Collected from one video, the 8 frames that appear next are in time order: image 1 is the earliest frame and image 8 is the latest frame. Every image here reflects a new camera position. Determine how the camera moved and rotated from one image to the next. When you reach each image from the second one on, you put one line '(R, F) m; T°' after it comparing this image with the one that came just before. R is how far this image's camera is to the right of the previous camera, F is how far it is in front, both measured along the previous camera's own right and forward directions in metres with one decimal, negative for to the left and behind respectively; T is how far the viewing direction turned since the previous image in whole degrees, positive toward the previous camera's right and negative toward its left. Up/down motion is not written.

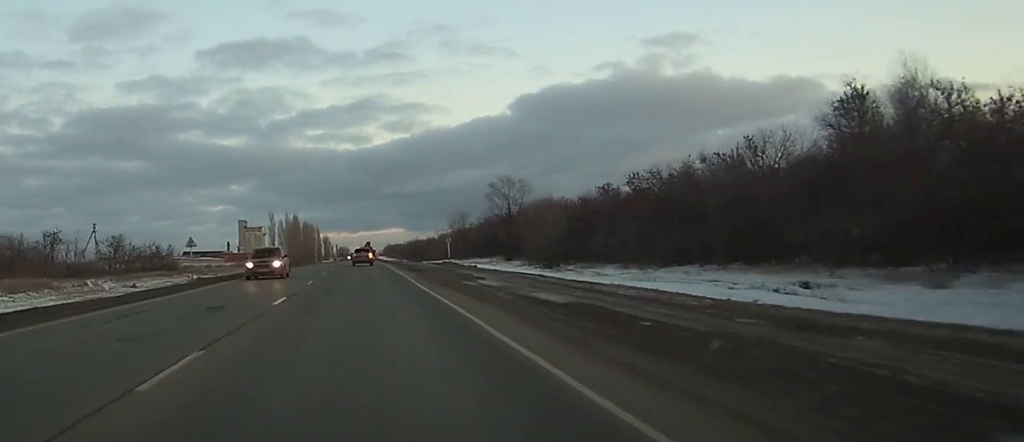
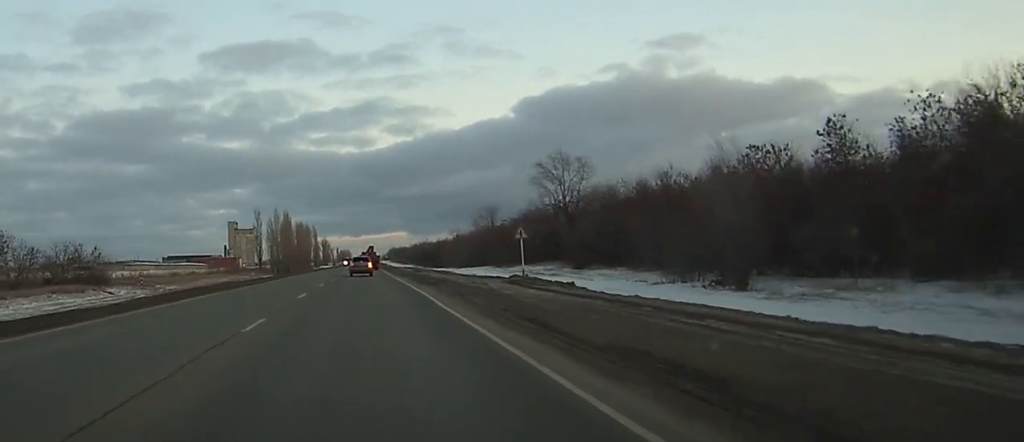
(-0.1, +41.2) m; 0°
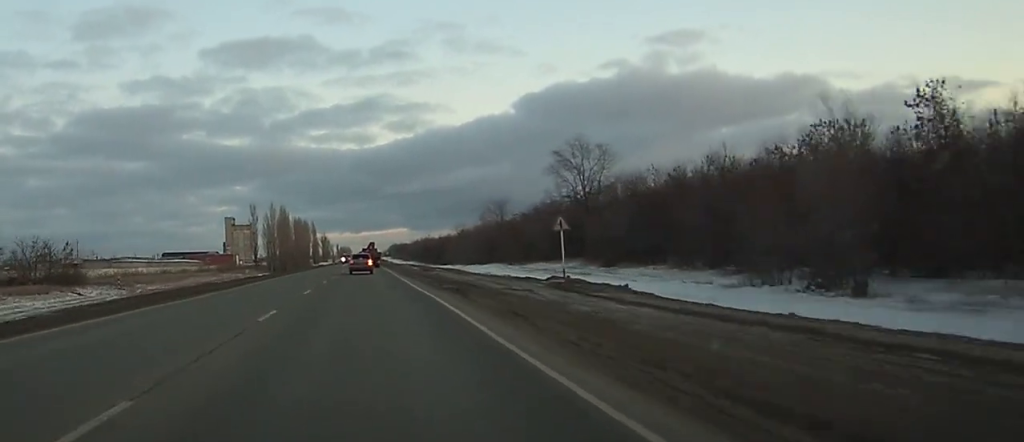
(0.0, +10.0) m; 0°
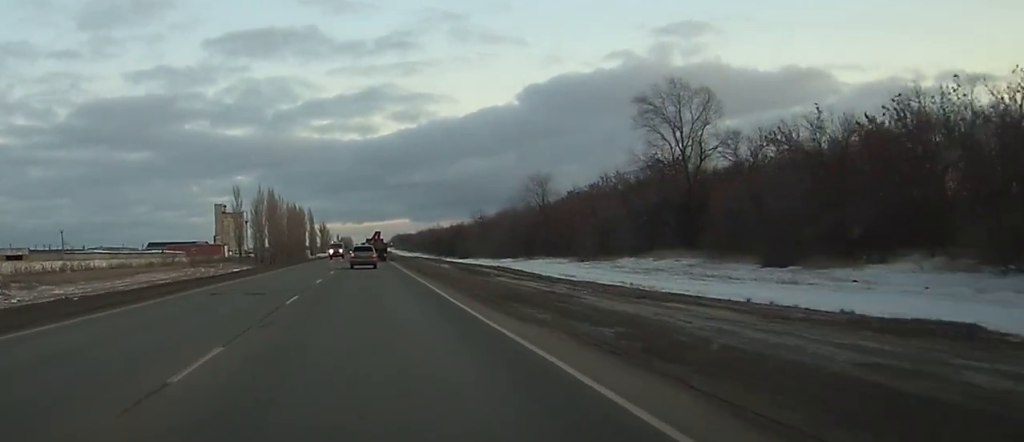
(+0.1, +32.4) m; 0°
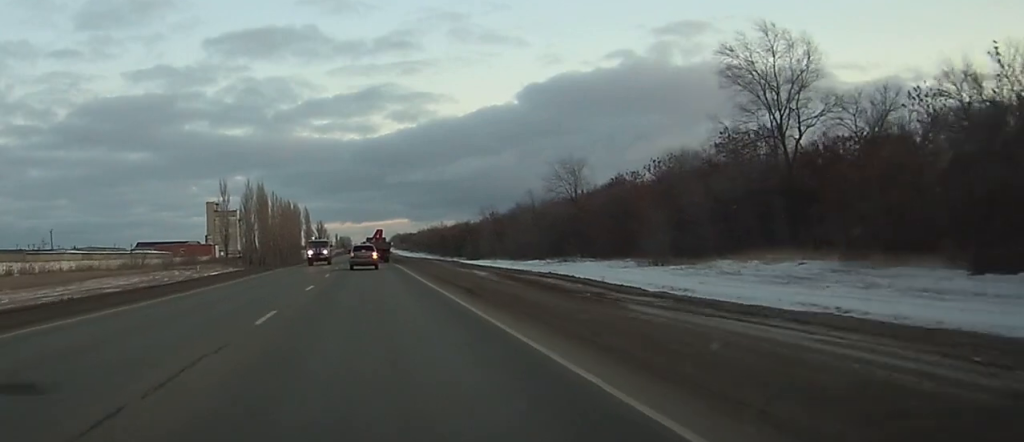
(-0.1, +18.3) m; 0°
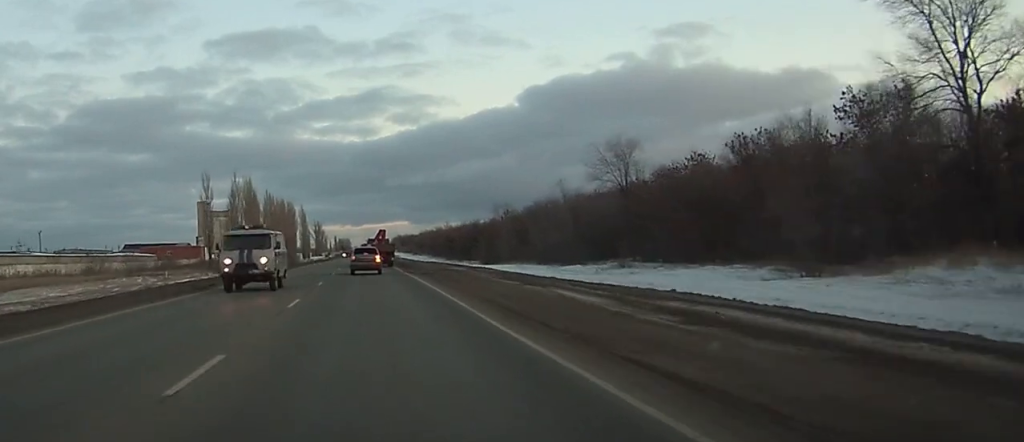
(+0.1, +19.1) m; 0°
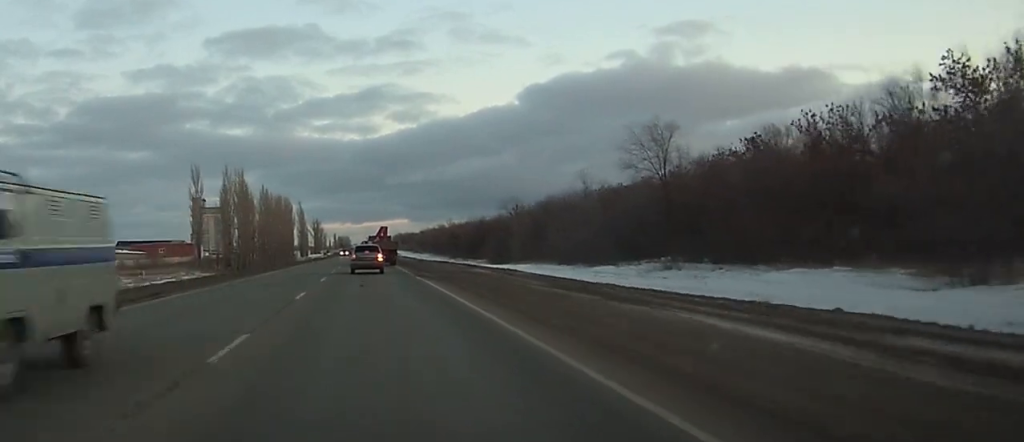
(0.0, +10.2) m; 0°
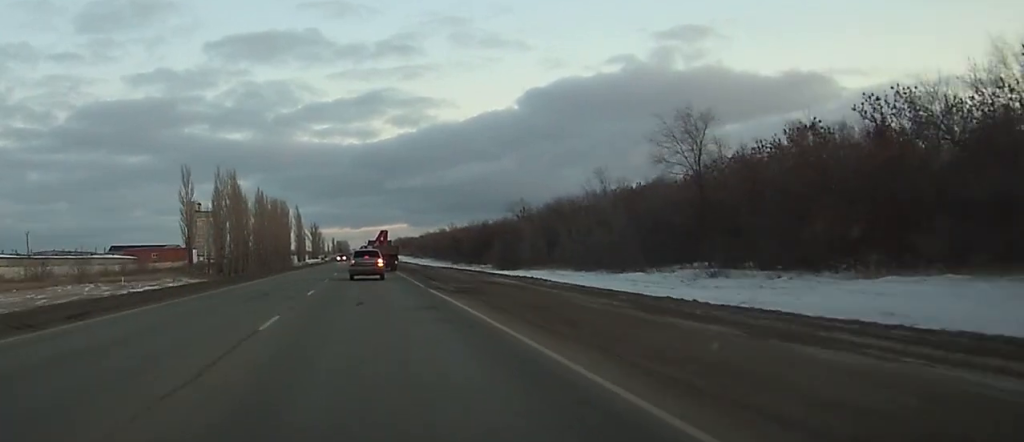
(0.0, +7.5) m; 0°
